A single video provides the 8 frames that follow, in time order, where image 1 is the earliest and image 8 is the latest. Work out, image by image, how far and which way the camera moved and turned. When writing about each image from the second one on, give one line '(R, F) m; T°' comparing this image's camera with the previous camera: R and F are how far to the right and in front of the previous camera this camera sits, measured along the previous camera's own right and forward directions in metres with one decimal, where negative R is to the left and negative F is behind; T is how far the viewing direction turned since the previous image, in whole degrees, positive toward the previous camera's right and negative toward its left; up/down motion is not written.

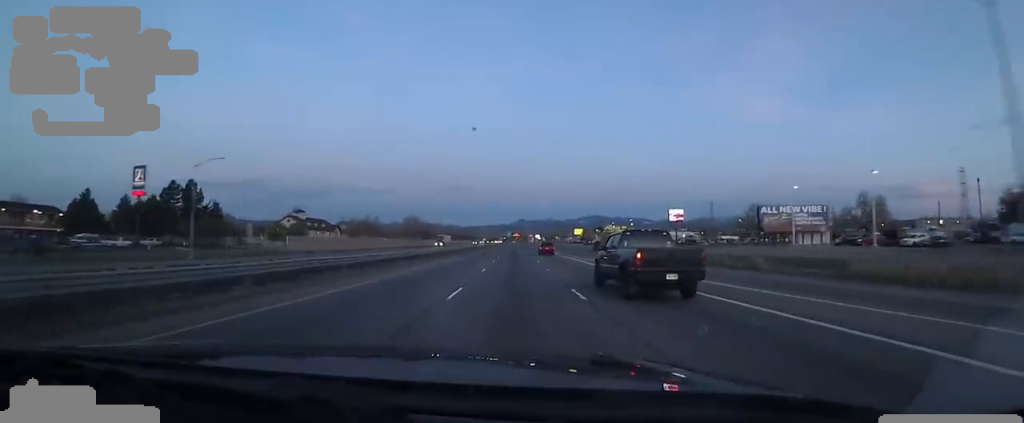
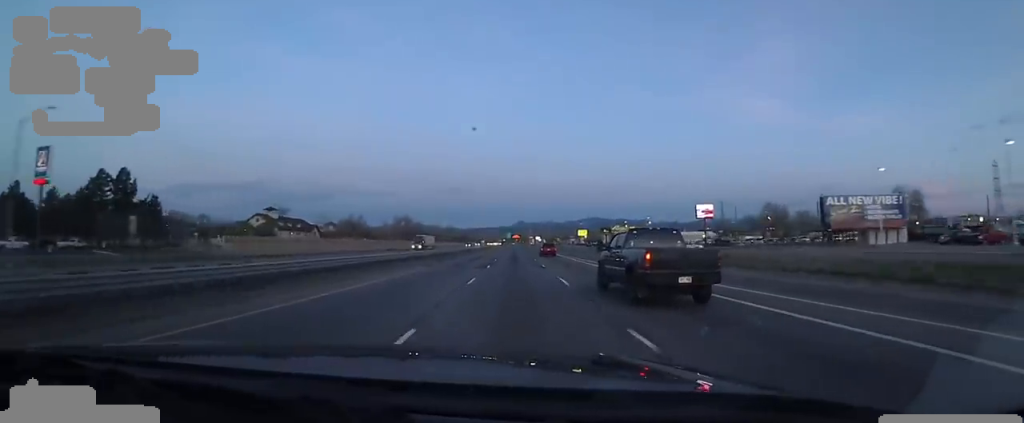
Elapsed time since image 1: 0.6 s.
(0.0, +19.7) m; 0°
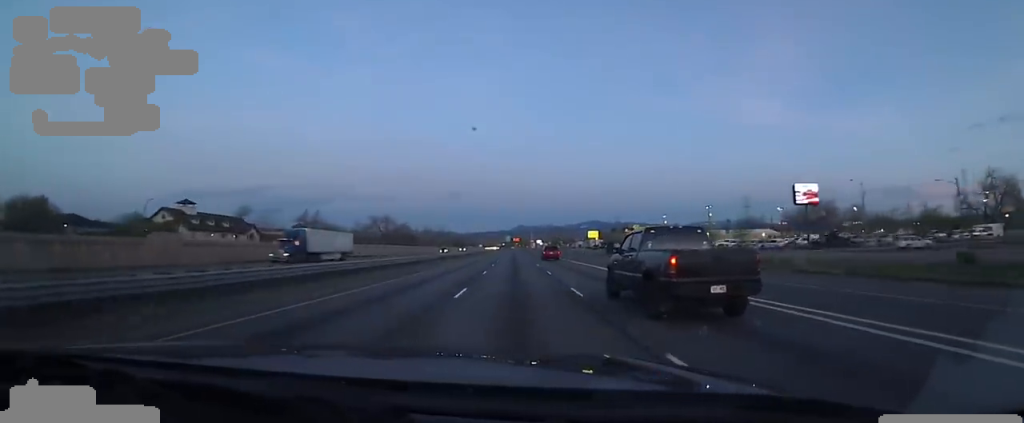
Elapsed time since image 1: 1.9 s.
(0.0, +40.3) m; 0°
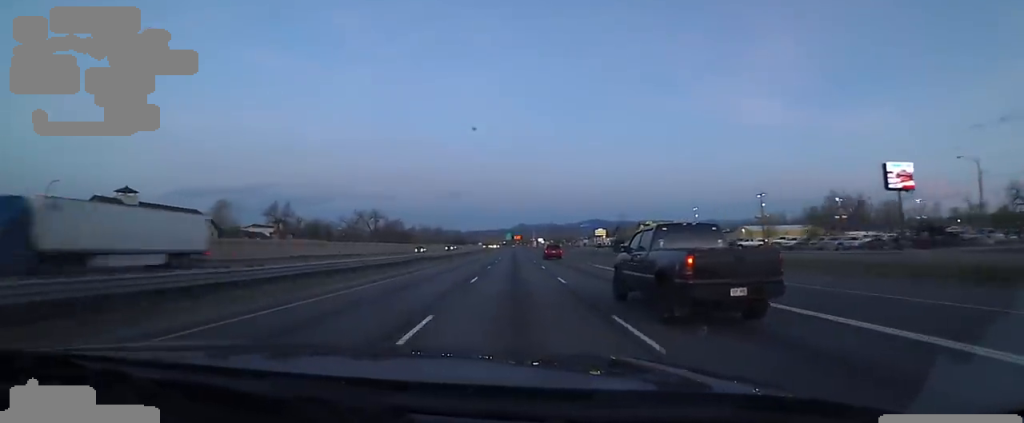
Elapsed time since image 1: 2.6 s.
(0.0, +19.6) m; 0°
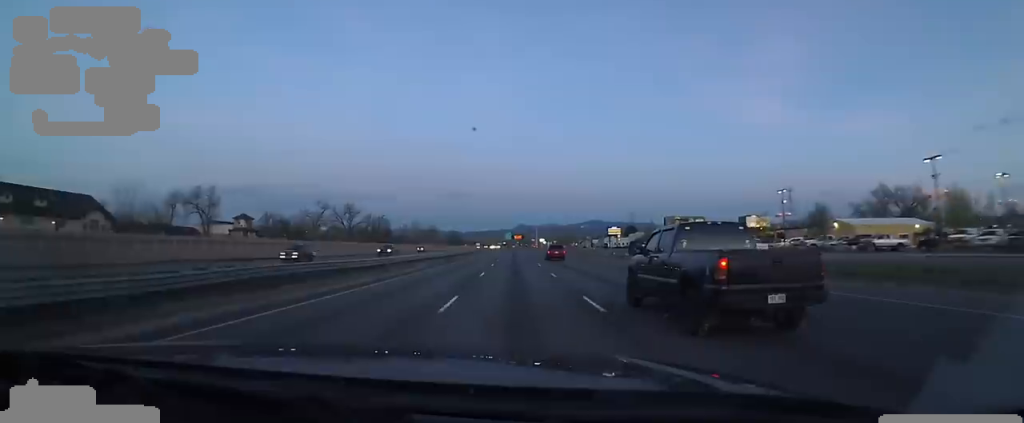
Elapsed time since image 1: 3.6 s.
(0.0, +32.1) m; 0°
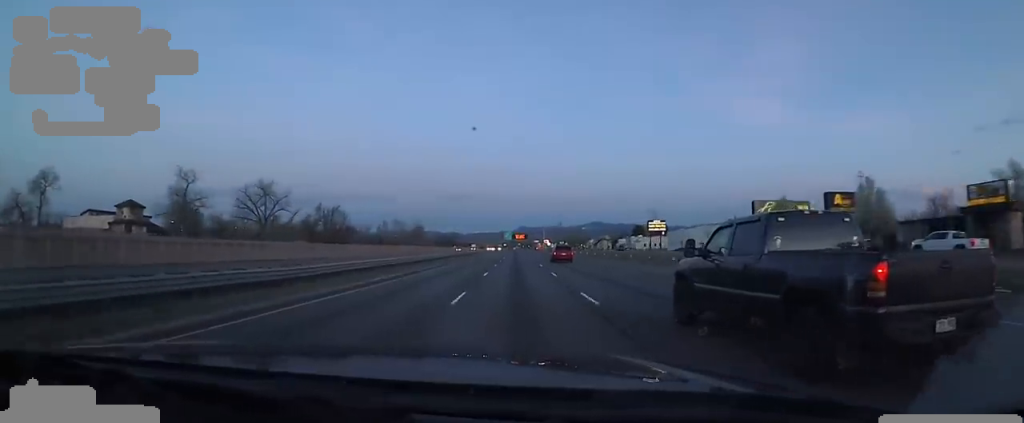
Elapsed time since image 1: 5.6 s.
(0.0, +59.7) m; 0°
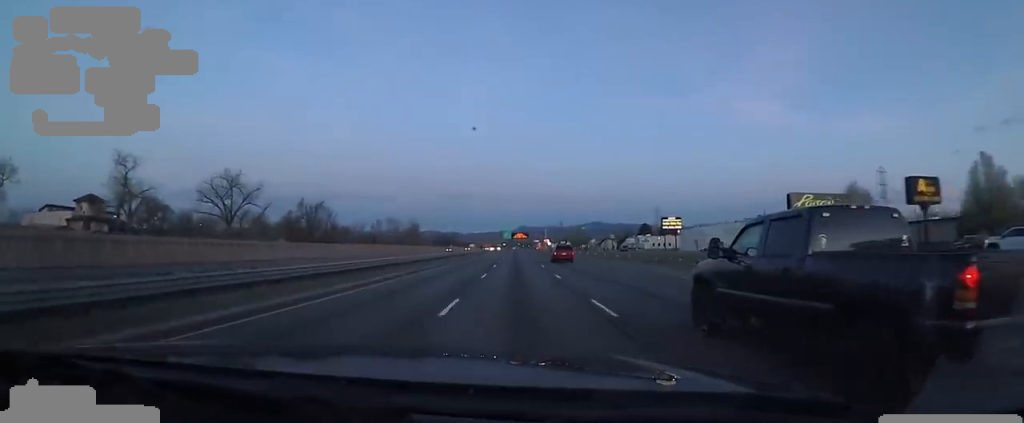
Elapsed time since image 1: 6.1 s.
(0.0, +14.0) m; 0°
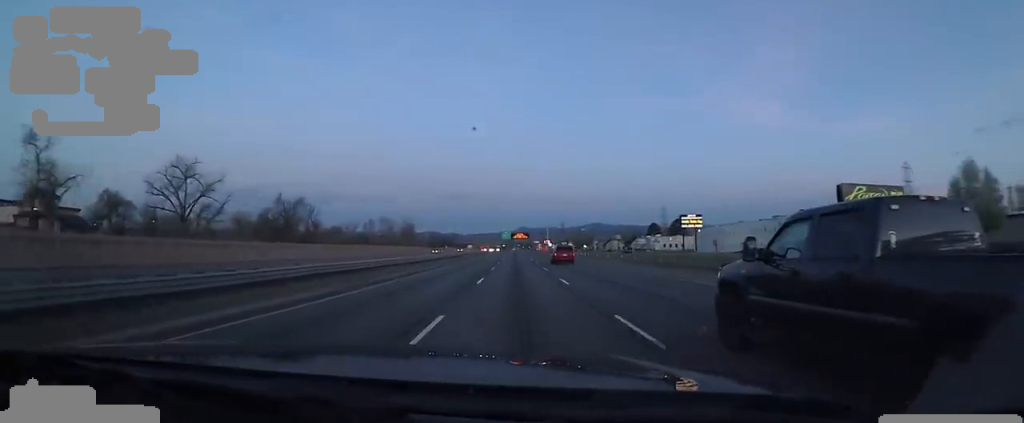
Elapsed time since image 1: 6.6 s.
(0.0, +14.9) m; 0°
